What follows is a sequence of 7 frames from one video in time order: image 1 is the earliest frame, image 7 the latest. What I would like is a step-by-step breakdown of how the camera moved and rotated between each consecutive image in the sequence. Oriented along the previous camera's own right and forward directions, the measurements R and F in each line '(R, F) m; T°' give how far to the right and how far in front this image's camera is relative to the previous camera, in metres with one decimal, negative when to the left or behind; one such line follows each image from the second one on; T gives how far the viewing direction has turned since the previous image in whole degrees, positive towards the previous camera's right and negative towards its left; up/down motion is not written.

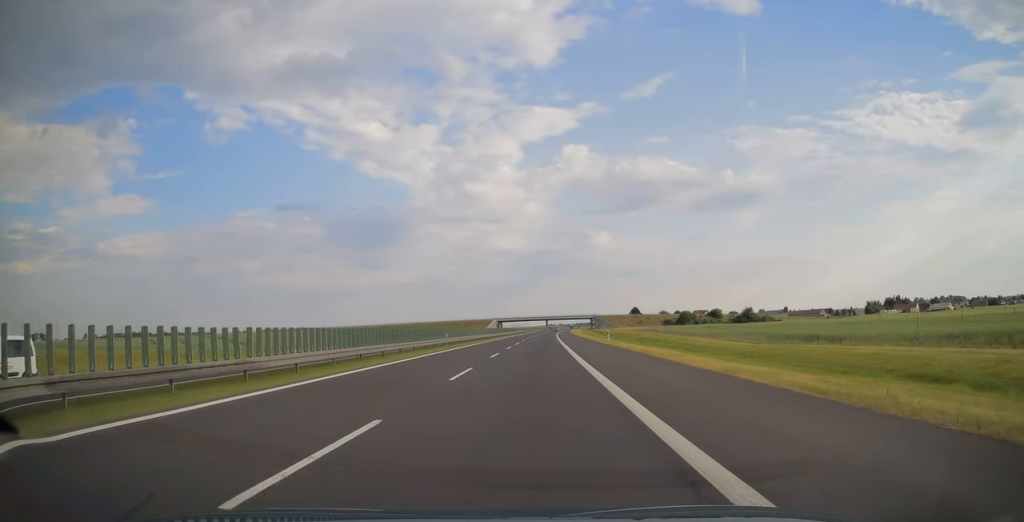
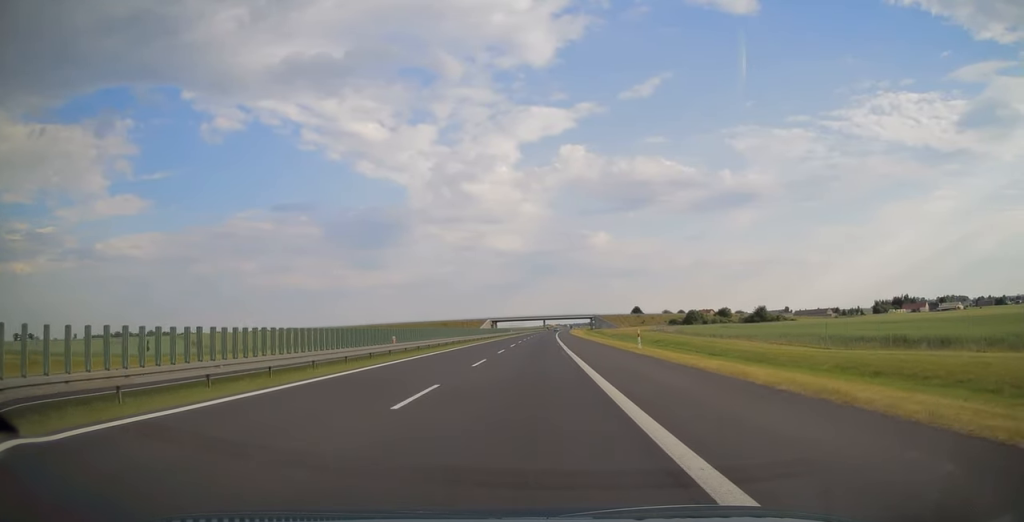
(+0.1, +18.0) m; 0°
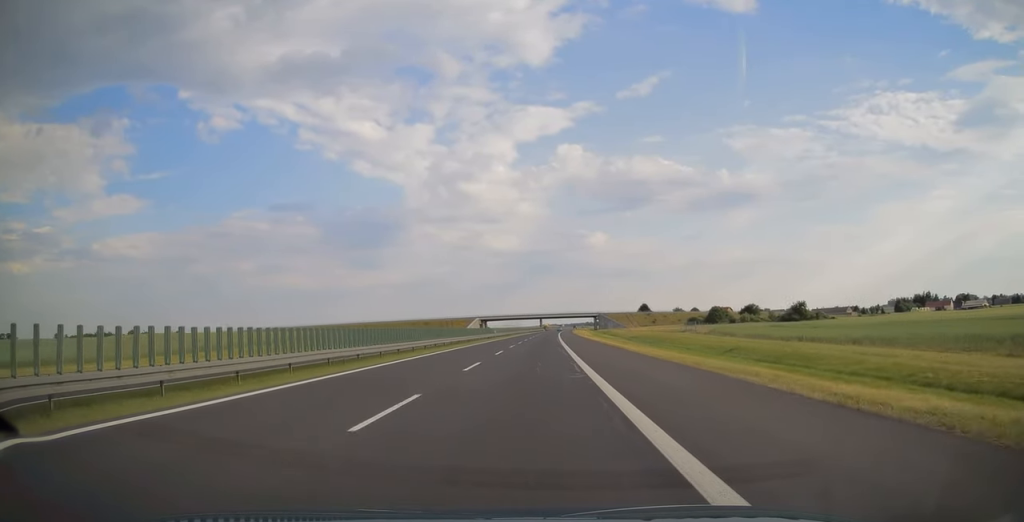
(+0.2, +38.2) m; +1°
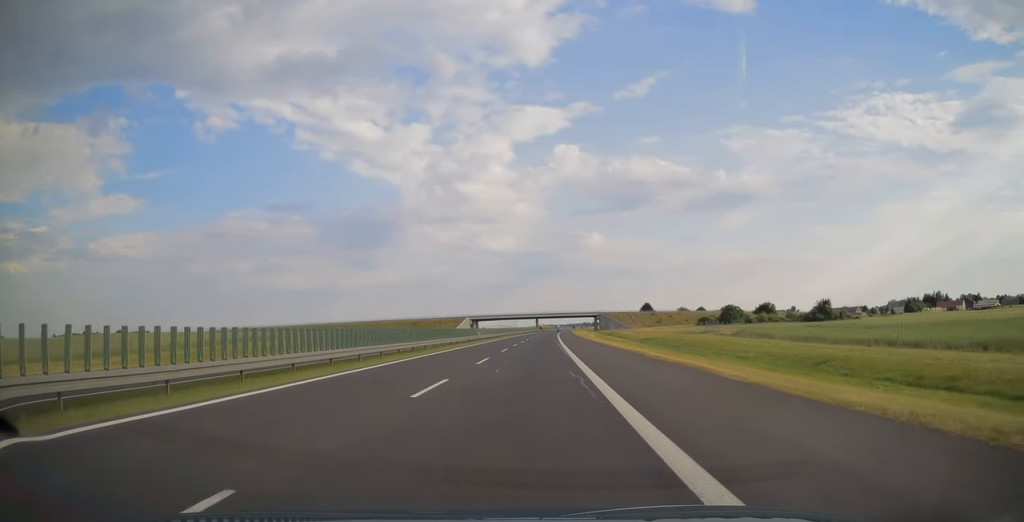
(0.0, +19.7) m; 0°
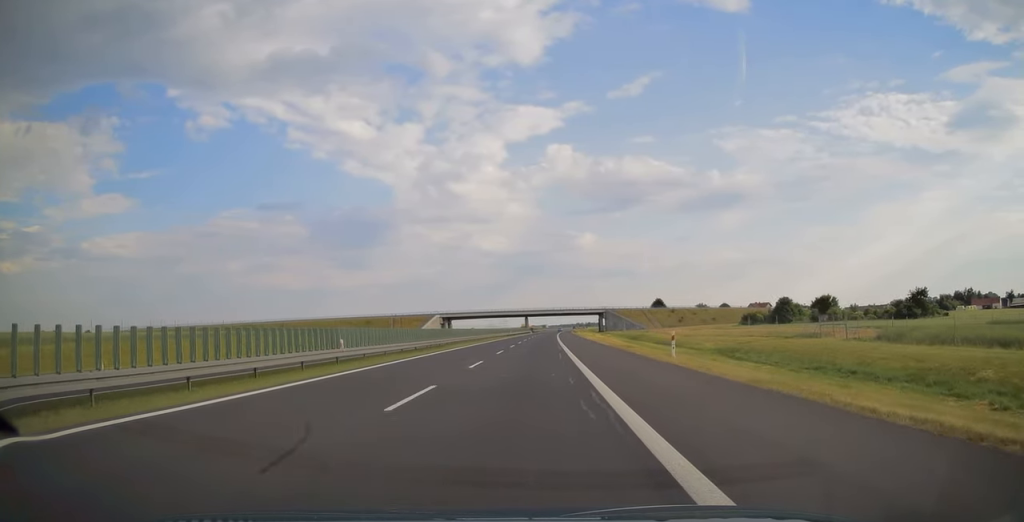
(+0.2, +50.9) m; 0°
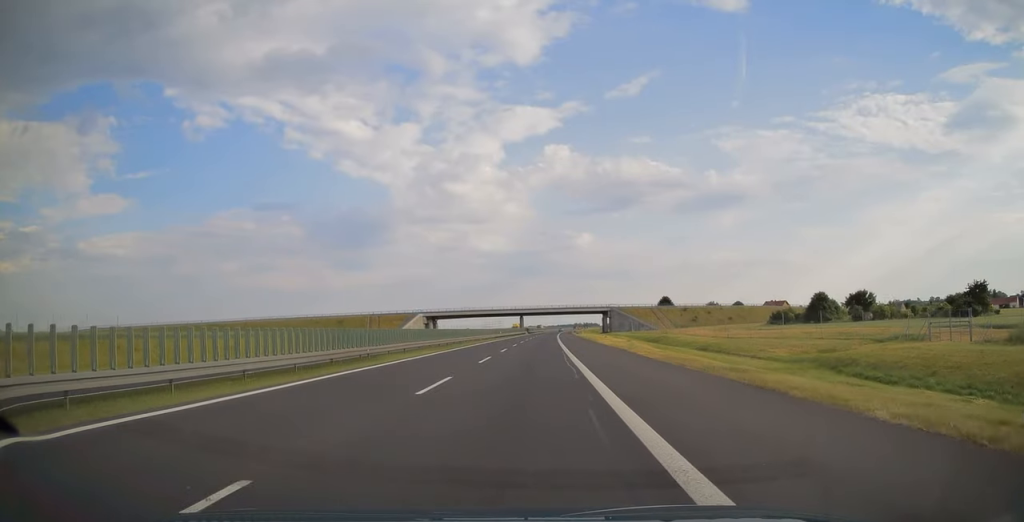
(+0.1, +20.7) m; 0°
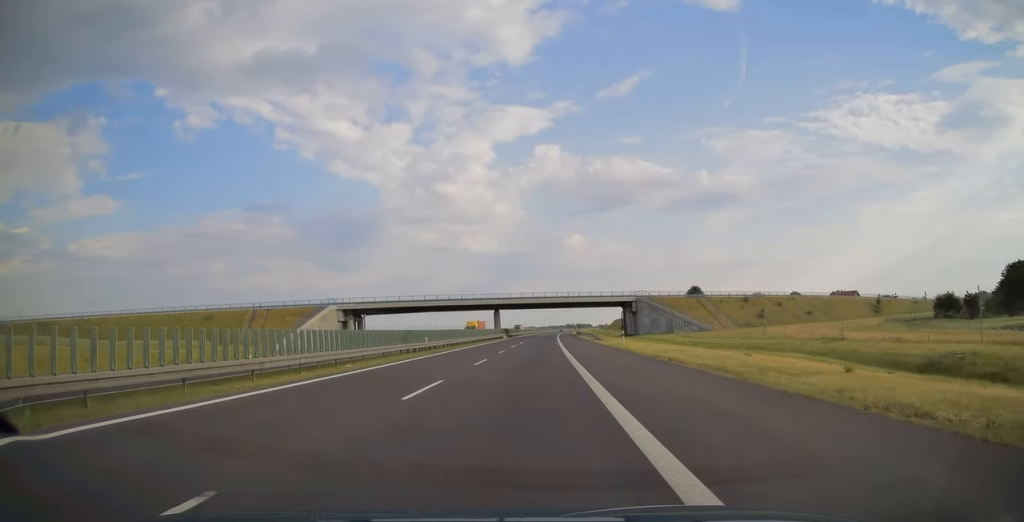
(+0.5, +60.5) m; +1°
